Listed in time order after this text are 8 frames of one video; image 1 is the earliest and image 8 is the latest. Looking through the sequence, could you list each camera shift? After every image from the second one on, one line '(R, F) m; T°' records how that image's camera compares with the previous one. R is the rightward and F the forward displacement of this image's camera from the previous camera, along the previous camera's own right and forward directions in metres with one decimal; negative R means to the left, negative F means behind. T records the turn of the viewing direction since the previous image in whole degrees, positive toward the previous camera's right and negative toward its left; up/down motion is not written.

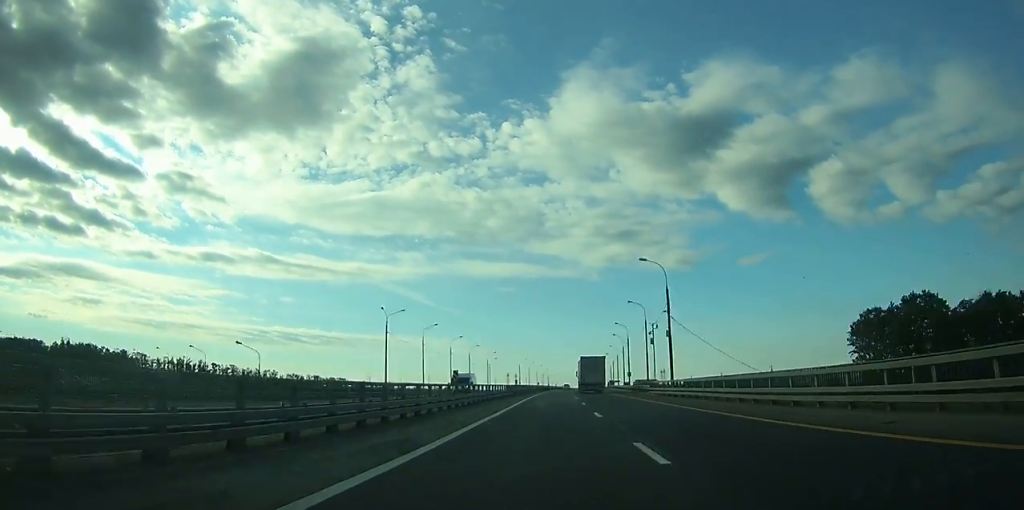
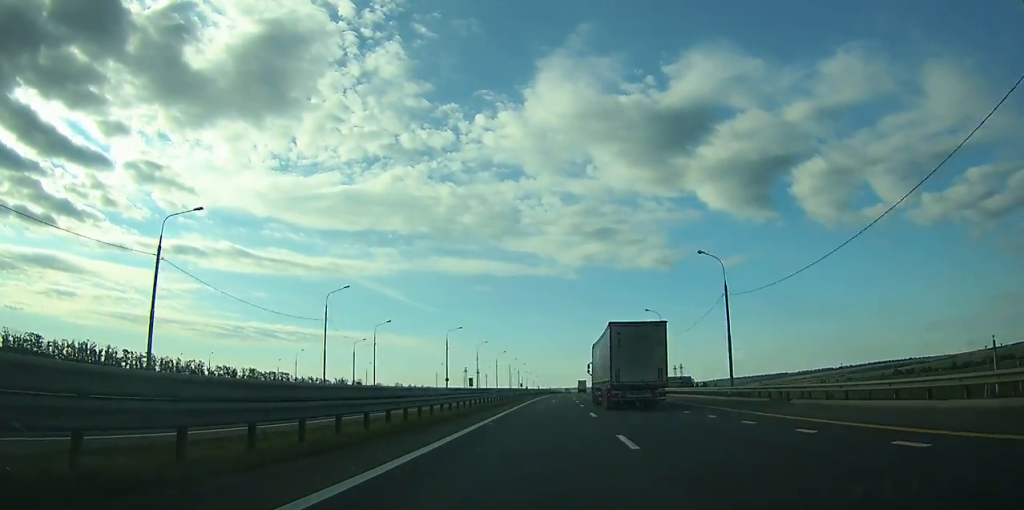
(+2.0, +117.6) m; +2°
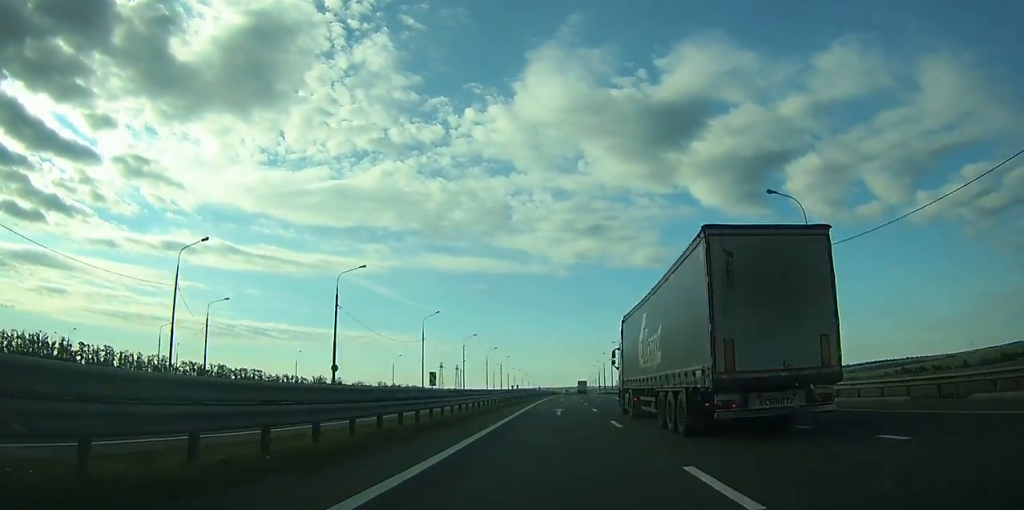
(+0.5, +50.3) m; +1°
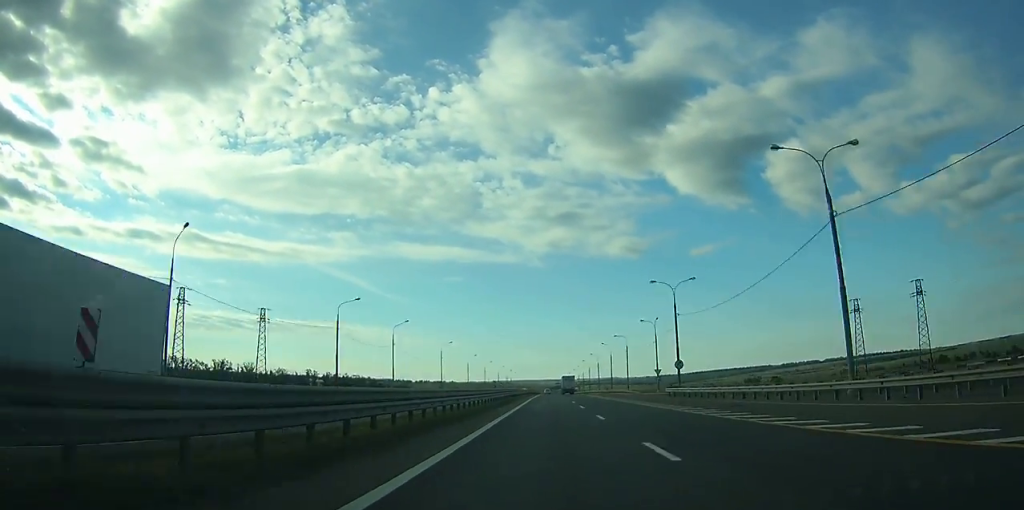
(+3.1, +168.5) m; +1°
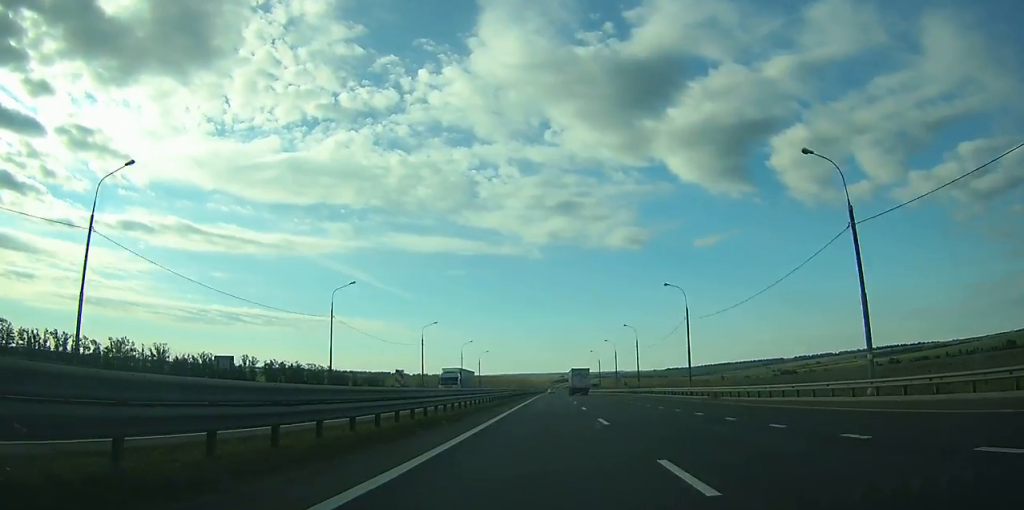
(-0.5, +140.0) m; 0°
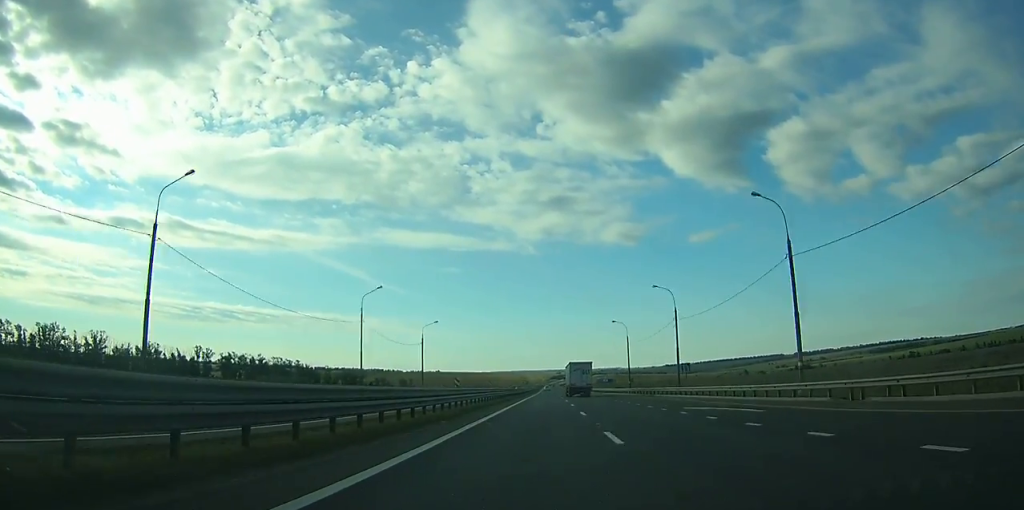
(-0.1, +62.3) m; 0°
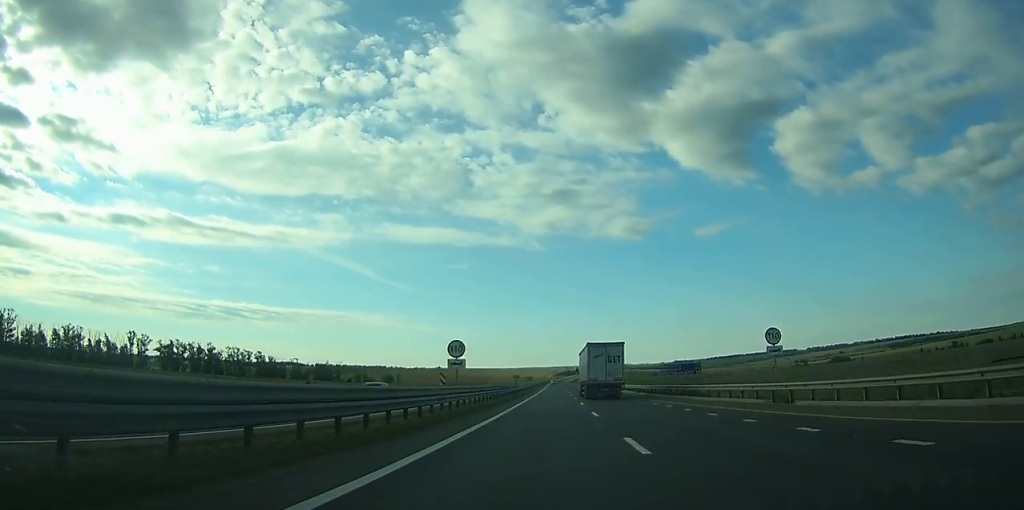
(-0.1, +90.7) m; 0°
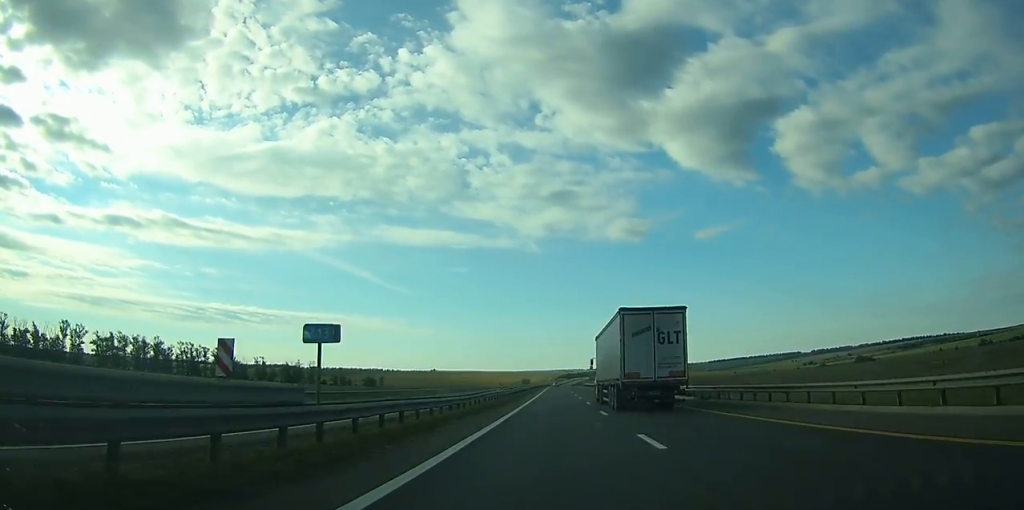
(-0.1, +62.1) m; 0°
